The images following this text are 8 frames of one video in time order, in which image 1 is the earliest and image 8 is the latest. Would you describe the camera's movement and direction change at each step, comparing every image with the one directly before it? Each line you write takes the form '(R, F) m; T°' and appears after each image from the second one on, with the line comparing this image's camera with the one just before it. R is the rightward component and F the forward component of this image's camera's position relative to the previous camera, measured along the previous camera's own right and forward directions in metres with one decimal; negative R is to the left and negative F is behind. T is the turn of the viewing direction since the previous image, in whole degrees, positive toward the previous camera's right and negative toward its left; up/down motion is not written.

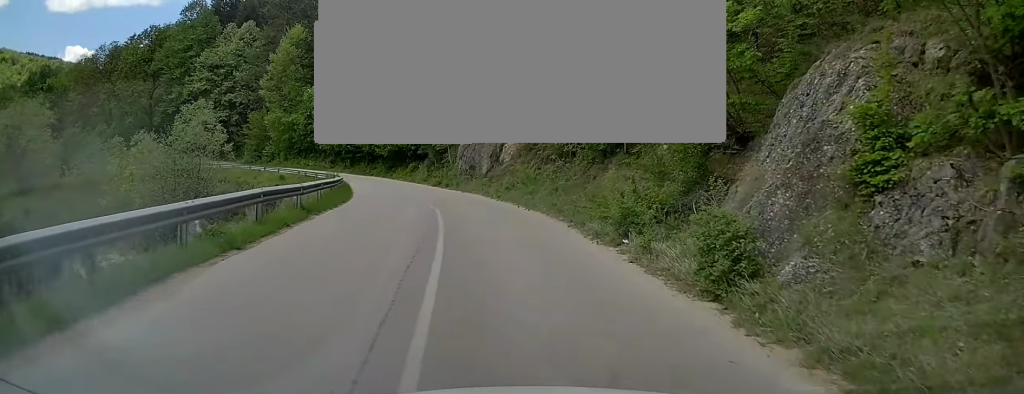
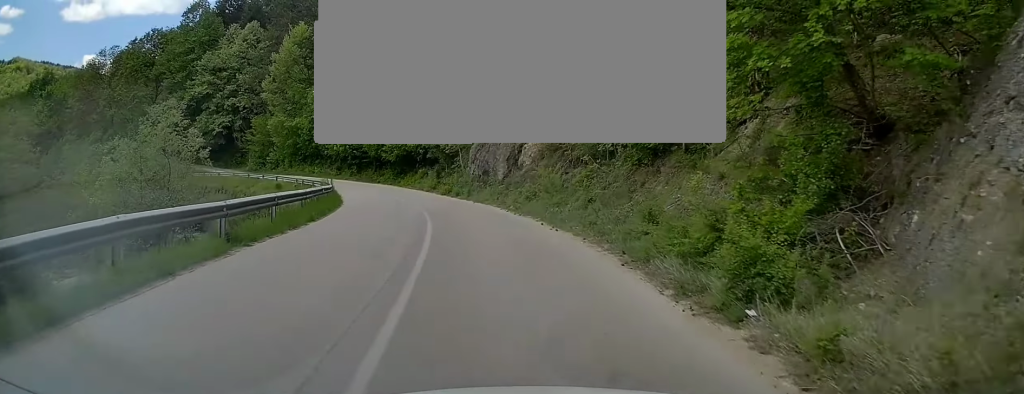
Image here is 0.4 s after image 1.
(-0.2, +5.5) m; 0°
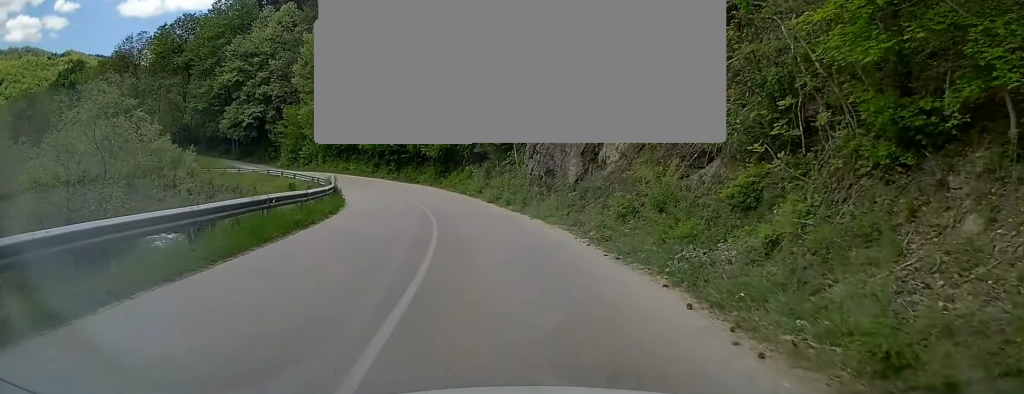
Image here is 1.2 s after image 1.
(-0.3, +10.1) m; 0°
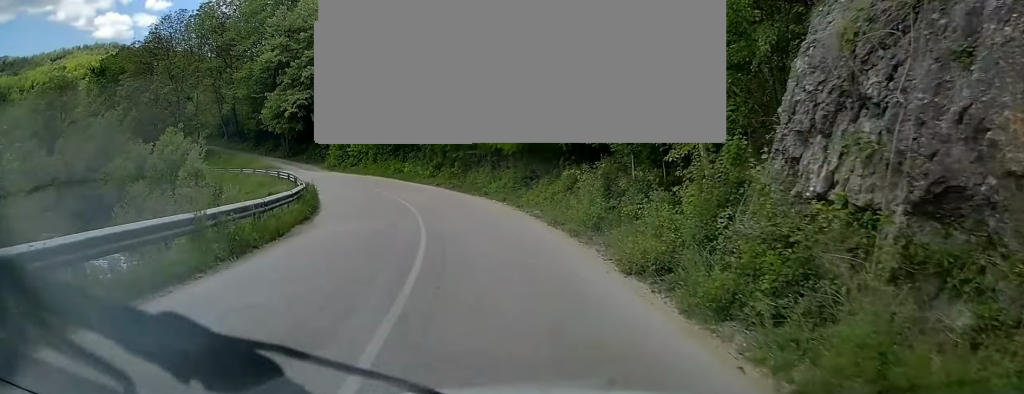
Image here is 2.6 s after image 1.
(+0.1, +17.2) m; -8°
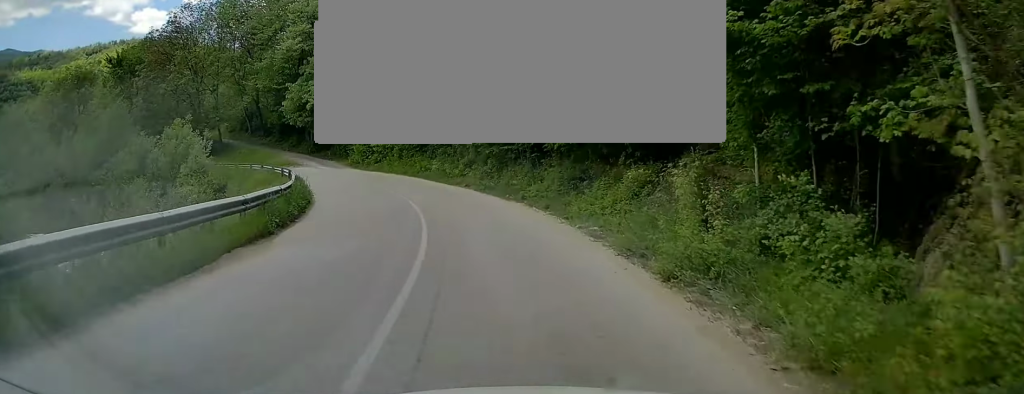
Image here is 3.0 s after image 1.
(+0.2, +5.5) m; -6°
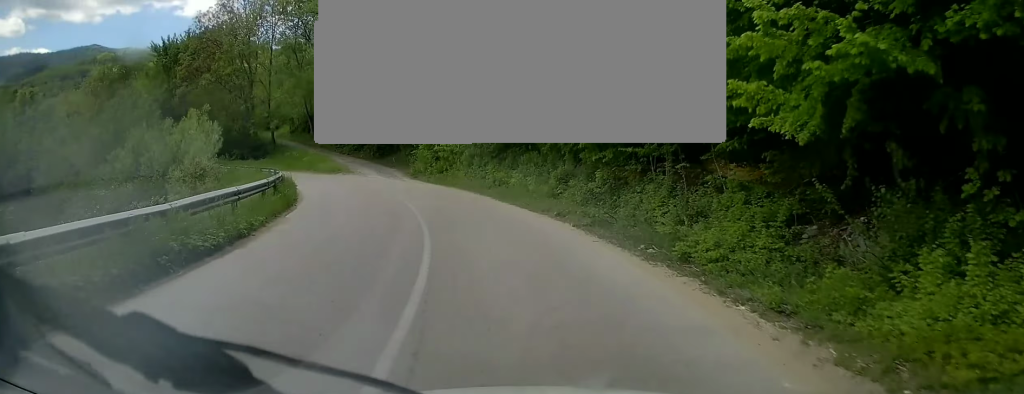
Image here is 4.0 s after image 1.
(-1.7, +12.0) m; -7°
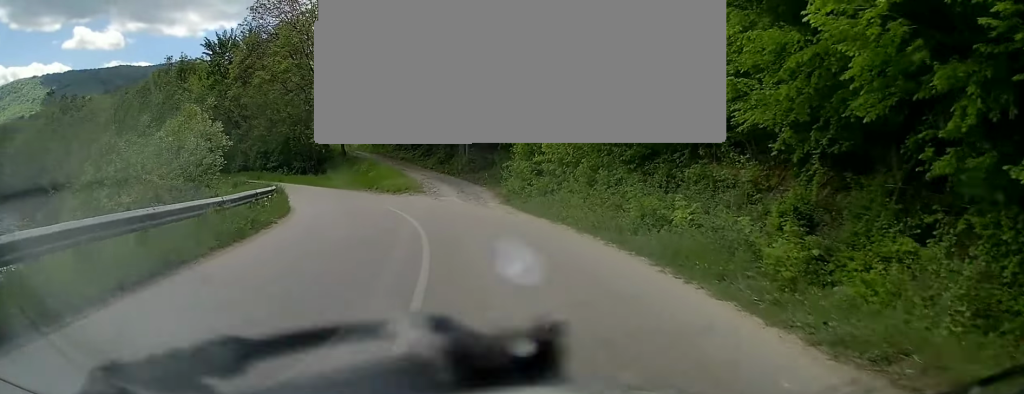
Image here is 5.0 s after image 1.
(-0.1, +13.5) m; -9°
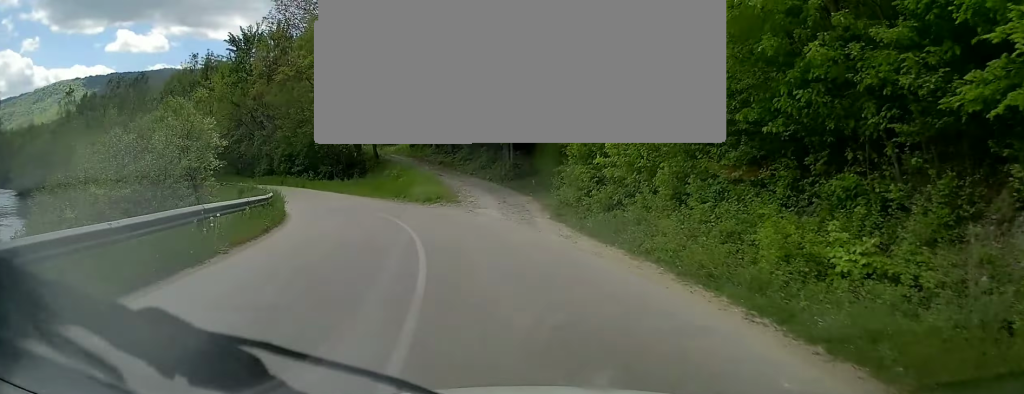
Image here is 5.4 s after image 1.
(-0.7, +4.9) m; -13°
